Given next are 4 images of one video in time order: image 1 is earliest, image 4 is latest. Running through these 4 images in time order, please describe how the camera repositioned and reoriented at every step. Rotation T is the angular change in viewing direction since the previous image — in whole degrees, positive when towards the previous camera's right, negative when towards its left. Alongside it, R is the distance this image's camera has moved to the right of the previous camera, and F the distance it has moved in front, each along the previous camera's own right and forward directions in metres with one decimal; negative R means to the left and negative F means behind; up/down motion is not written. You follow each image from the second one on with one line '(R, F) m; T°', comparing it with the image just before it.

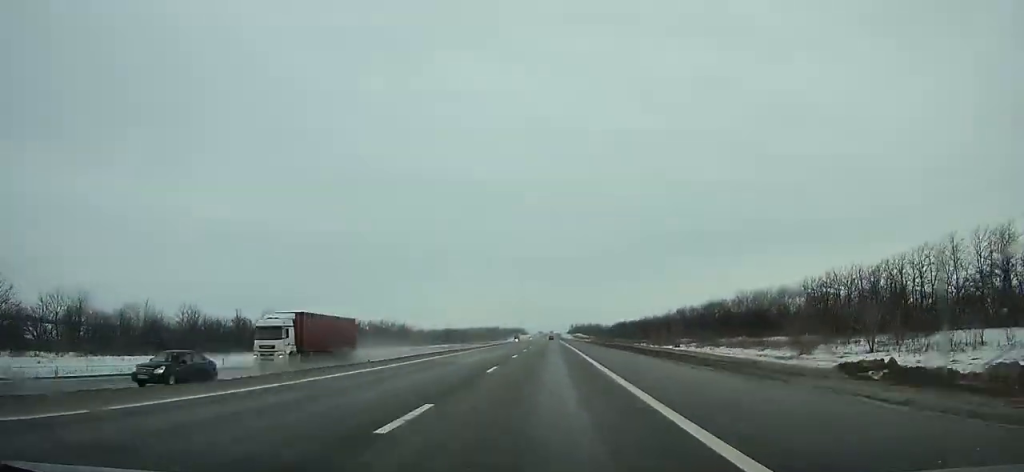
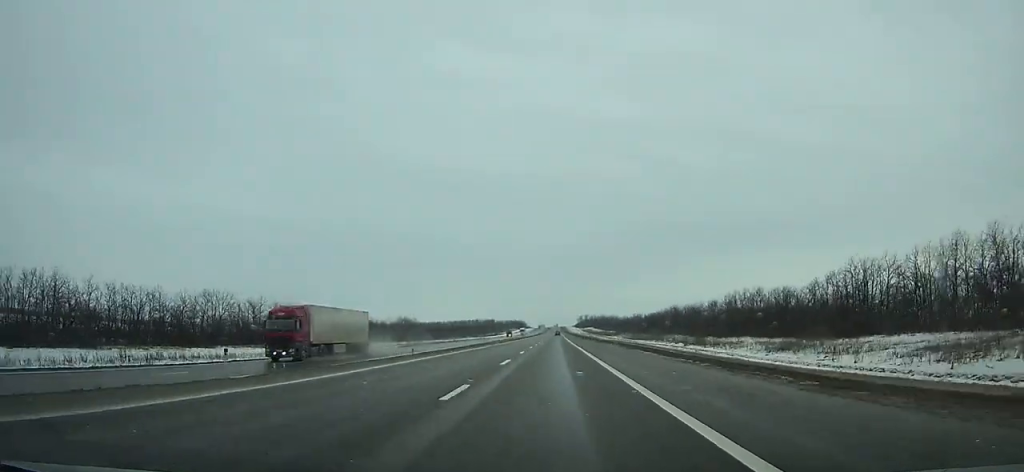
(+0.2, +138.6) m; 0°
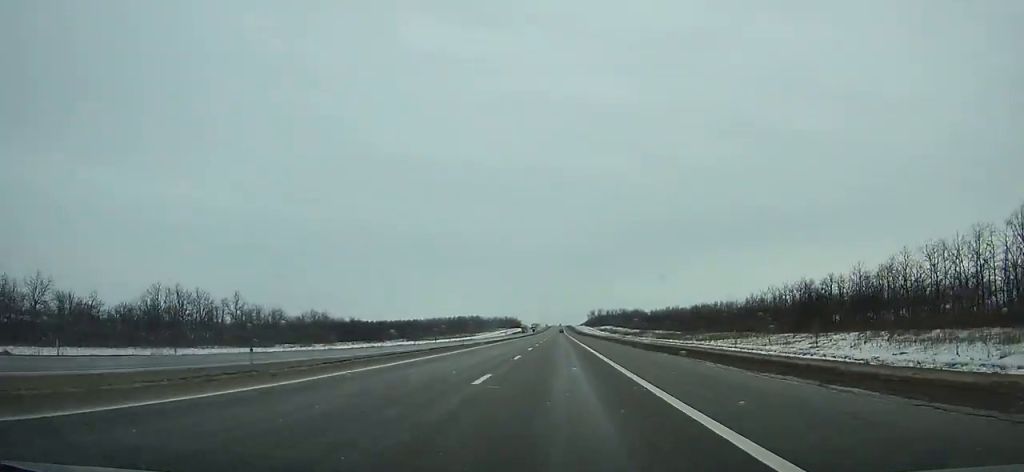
(+0.1, +177.1) m; 0°
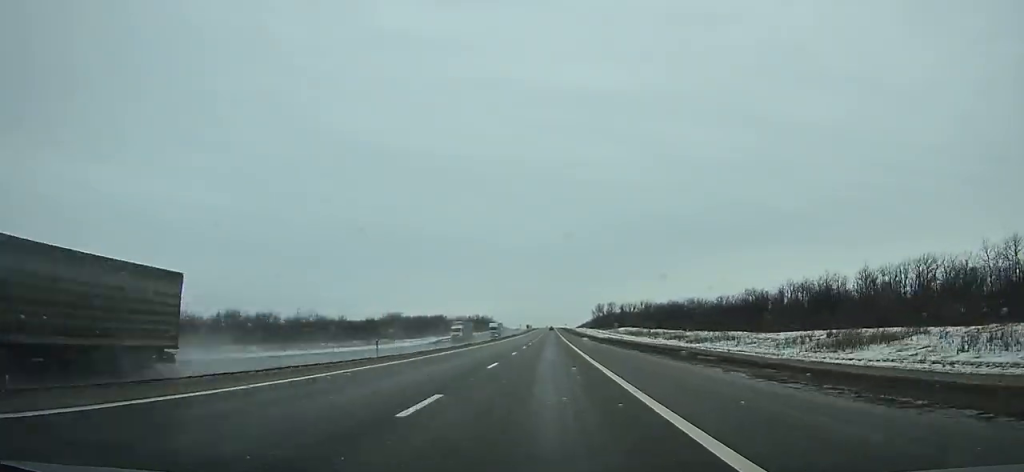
(-0.2, +161.2) m; 0°
